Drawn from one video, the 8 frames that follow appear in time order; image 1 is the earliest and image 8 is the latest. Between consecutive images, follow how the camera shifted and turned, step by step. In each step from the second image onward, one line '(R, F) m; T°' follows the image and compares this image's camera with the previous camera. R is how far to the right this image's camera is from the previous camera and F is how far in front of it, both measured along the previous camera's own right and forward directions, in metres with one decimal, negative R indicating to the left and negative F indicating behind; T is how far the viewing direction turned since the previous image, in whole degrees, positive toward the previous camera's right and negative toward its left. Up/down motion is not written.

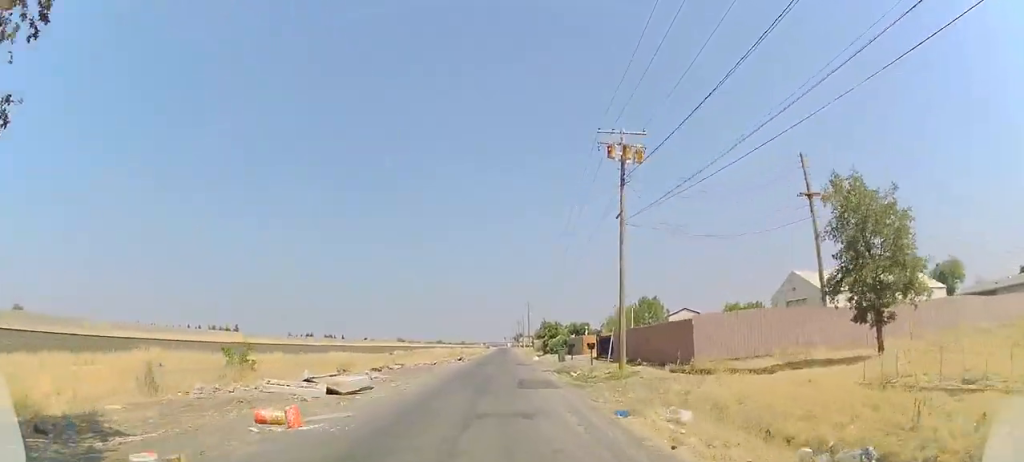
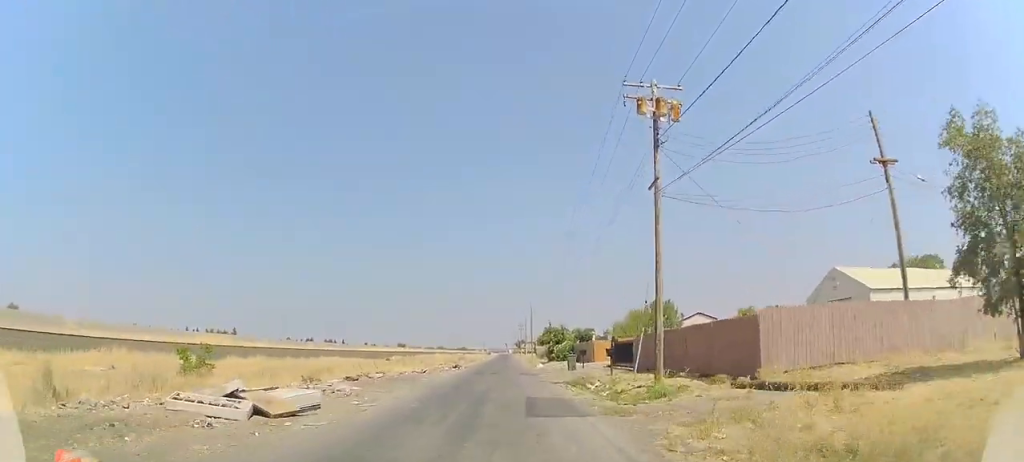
(0.0, +5.5) m; 0°
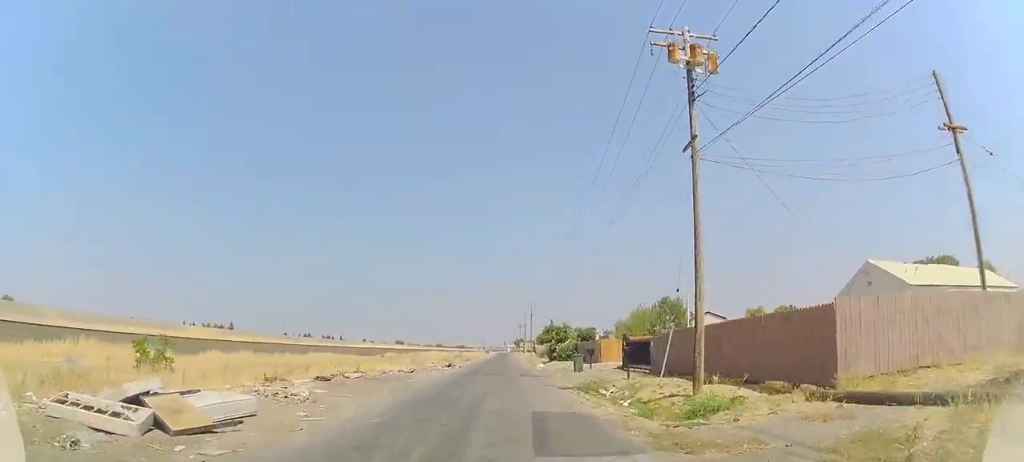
(0.0, +4.0) m; 0°
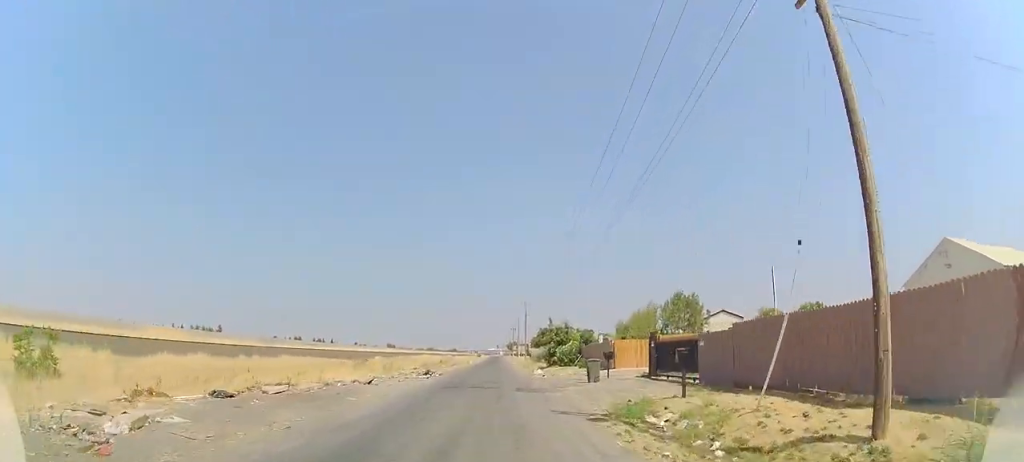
(0.0, +8.2) m; 0°
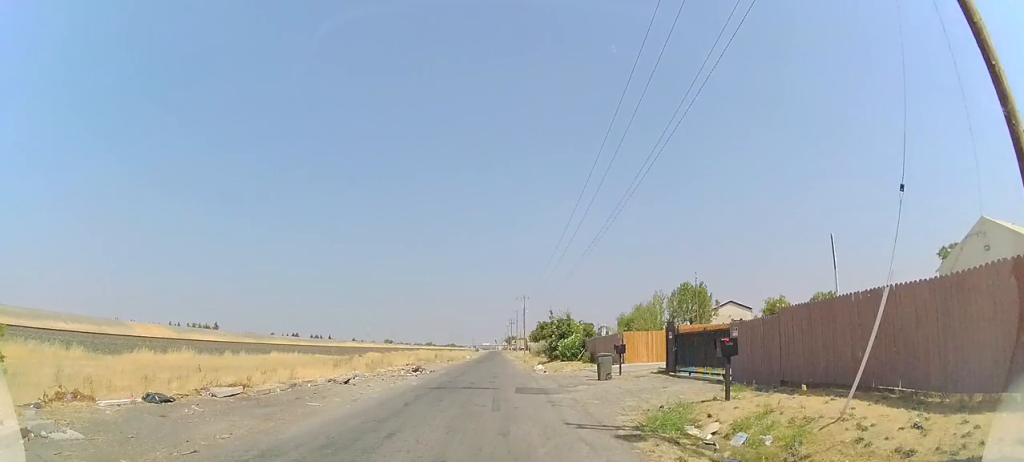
(0.0, +3.2) m; 0°
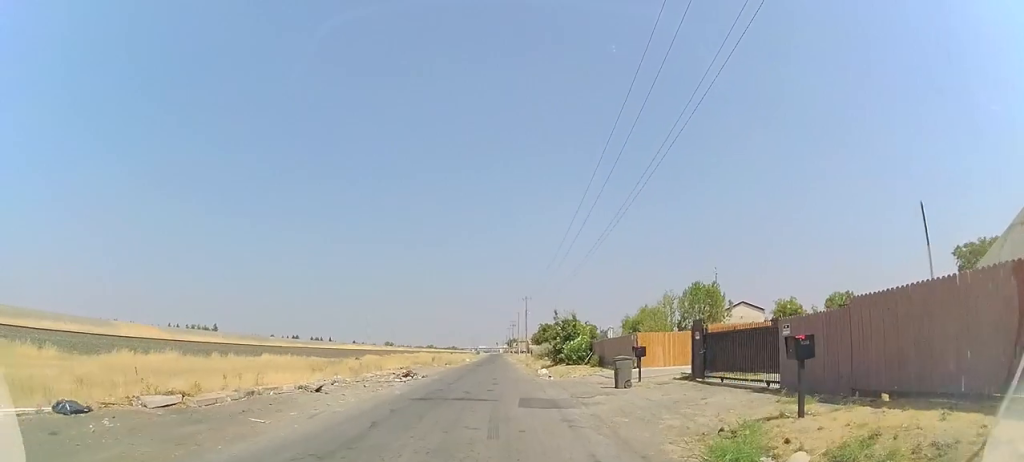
(0.0, +3.2) m; 0°
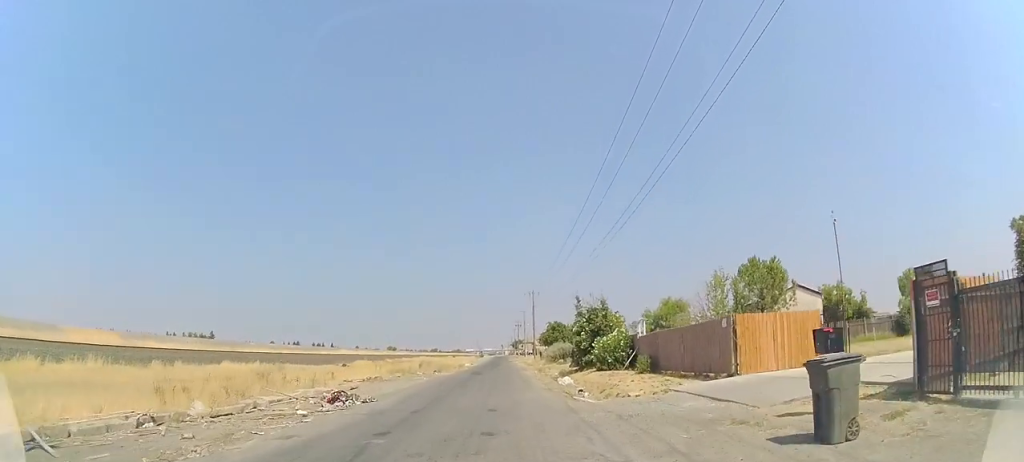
(0.0, +12.0) m; -1°
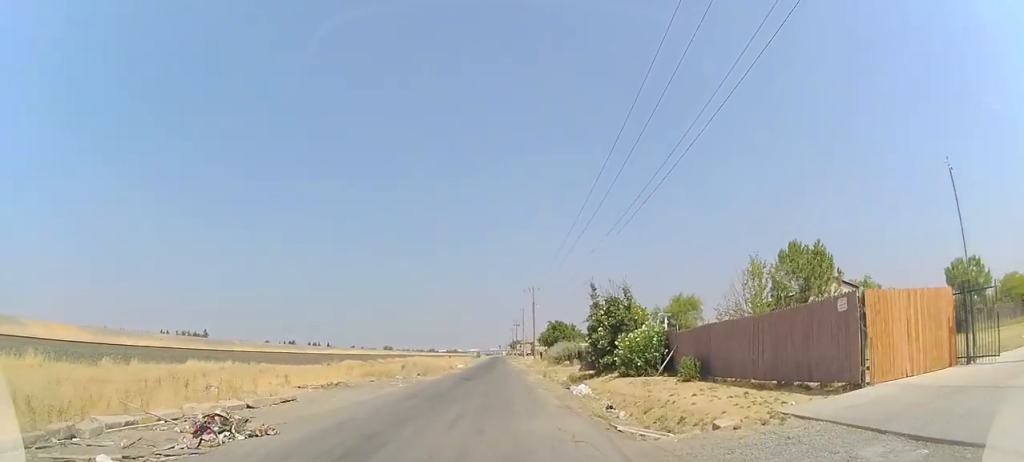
(-0.2, +6.8) m; -2°
